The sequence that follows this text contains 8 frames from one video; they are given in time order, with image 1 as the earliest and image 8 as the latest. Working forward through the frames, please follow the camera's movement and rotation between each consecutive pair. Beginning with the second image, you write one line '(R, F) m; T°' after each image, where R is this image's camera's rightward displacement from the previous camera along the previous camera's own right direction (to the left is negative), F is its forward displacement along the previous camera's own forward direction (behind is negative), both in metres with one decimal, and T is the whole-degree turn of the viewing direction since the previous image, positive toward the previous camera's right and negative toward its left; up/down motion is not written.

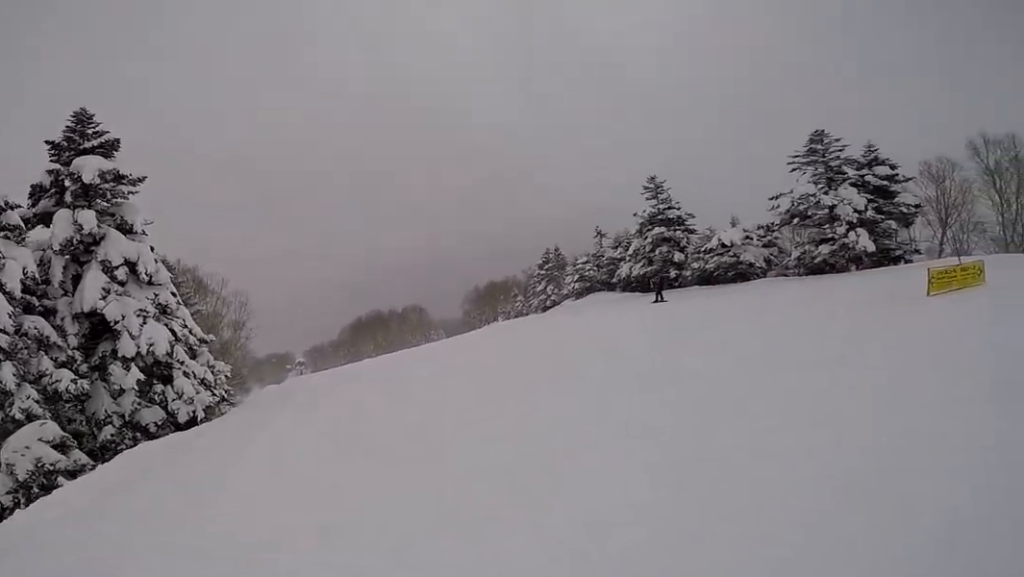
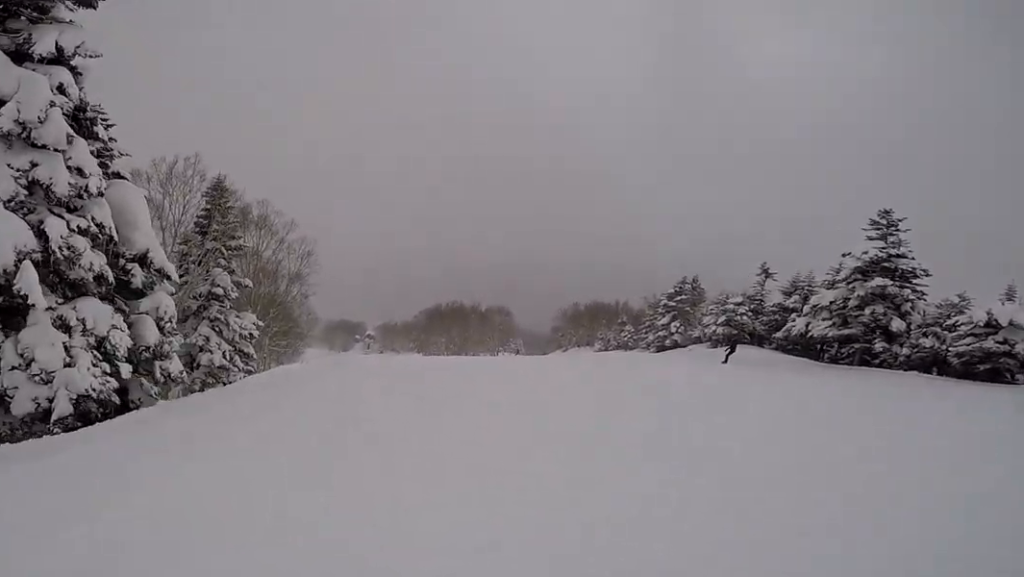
(0.0, +8.7) m; +1°
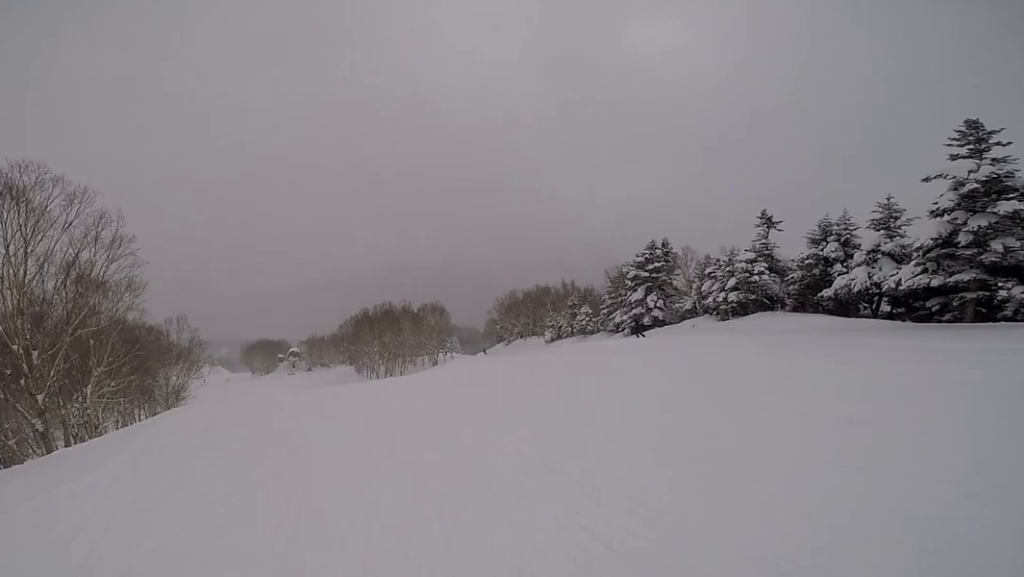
(+2.0, +12.4) m; +10°
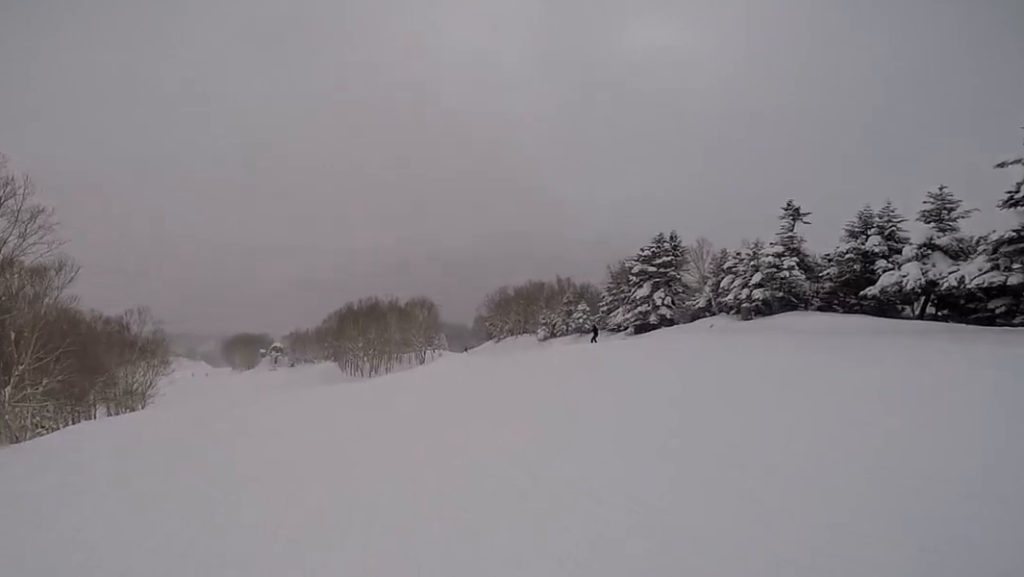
(-0.4, +3.7) m; 0°
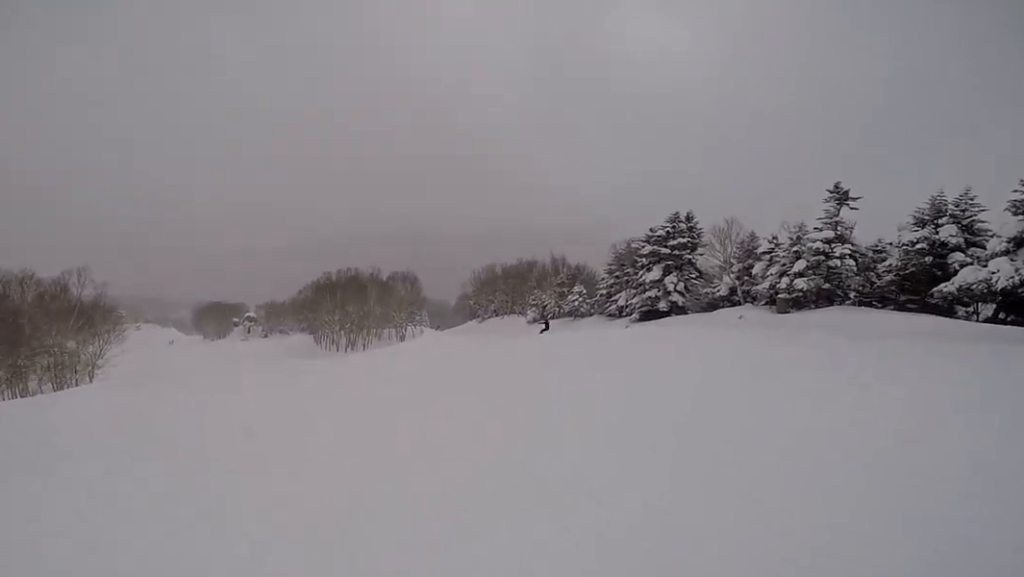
(-0.4, +4.6) m; +1°
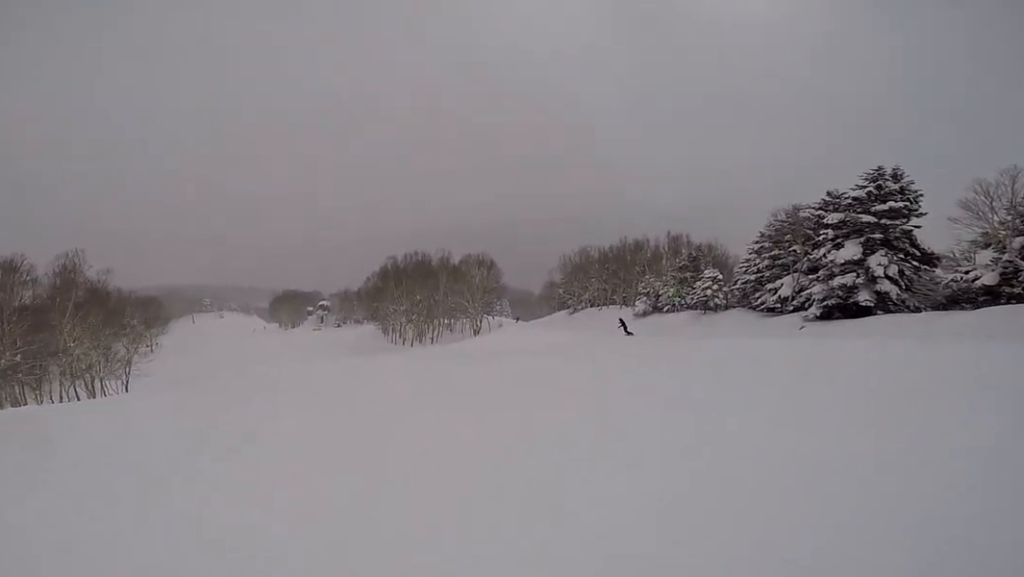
(+1.3, +10.4) m; 0°
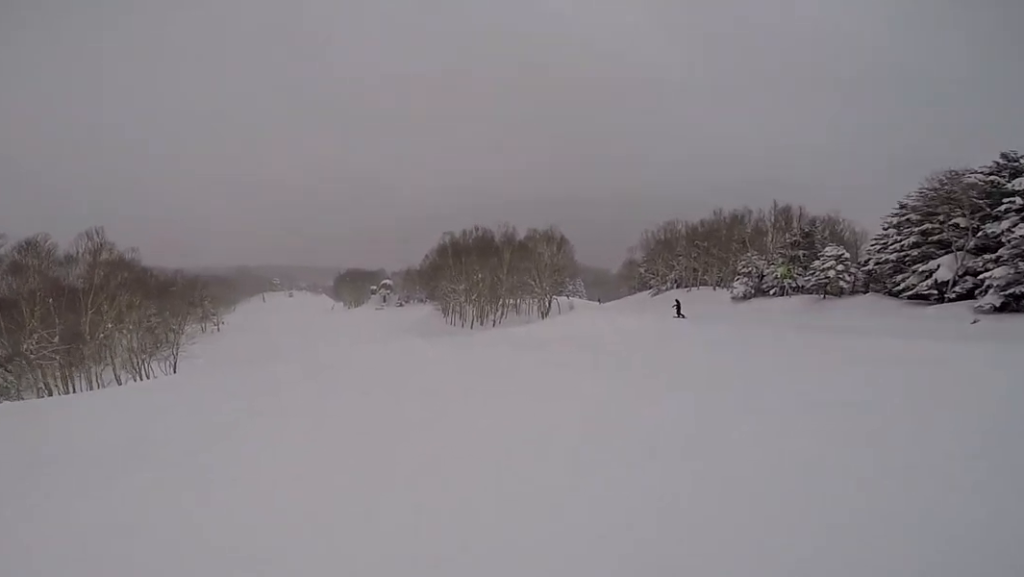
(-0.1, +5.0) m; -11°
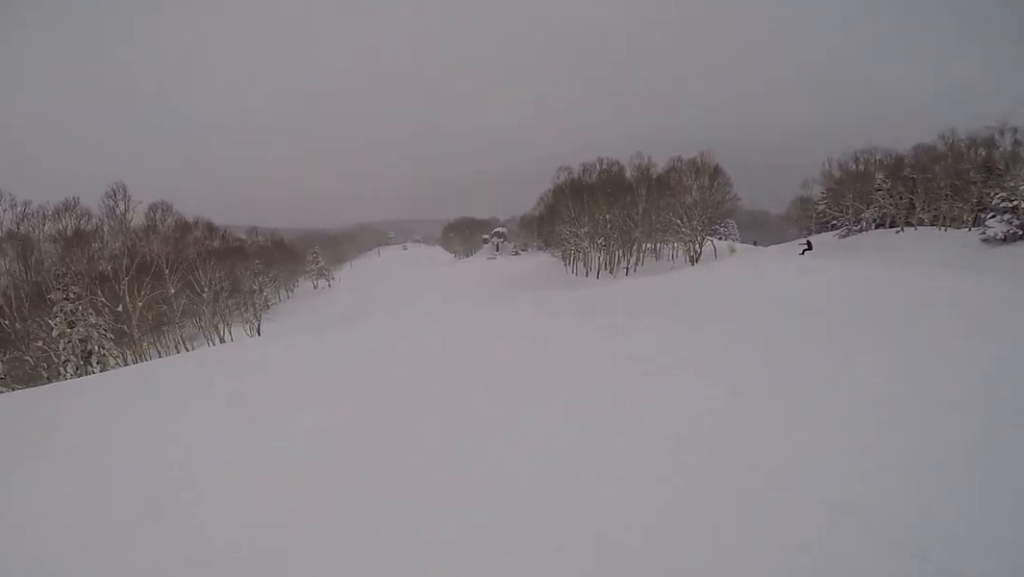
(-2.1, +8.3) m; -23°
